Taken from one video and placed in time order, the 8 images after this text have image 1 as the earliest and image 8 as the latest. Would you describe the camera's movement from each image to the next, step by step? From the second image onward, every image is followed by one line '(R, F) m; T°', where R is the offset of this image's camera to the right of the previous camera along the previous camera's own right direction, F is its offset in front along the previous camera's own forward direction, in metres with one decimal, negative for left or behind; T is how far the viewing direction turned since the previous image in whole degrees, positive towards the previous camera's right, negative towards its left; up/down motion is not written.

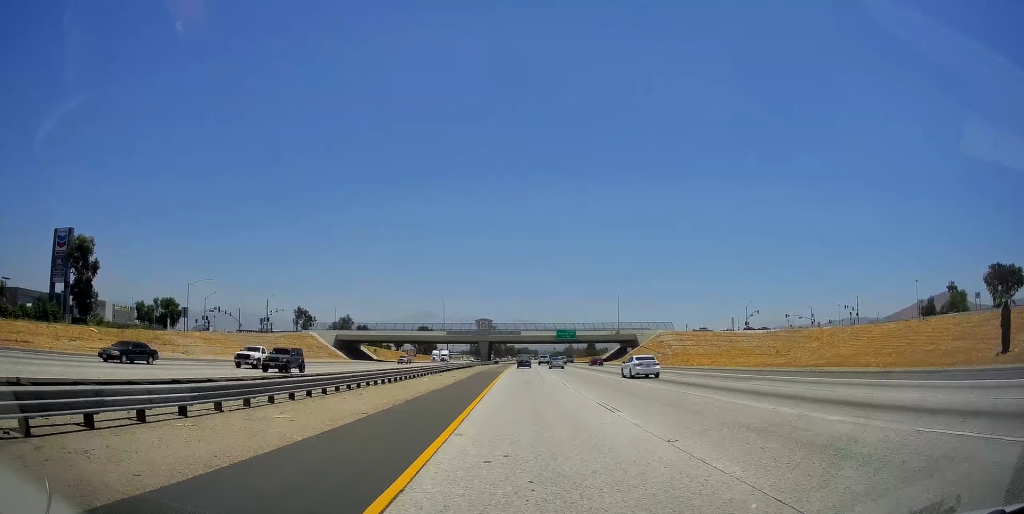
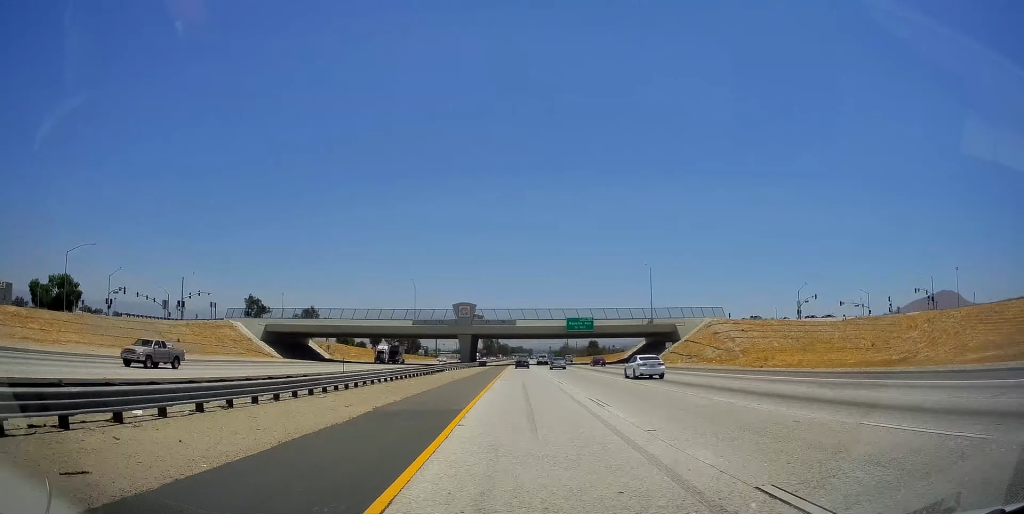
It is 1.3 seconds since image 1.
(+0.3, +42.5) m; +1°
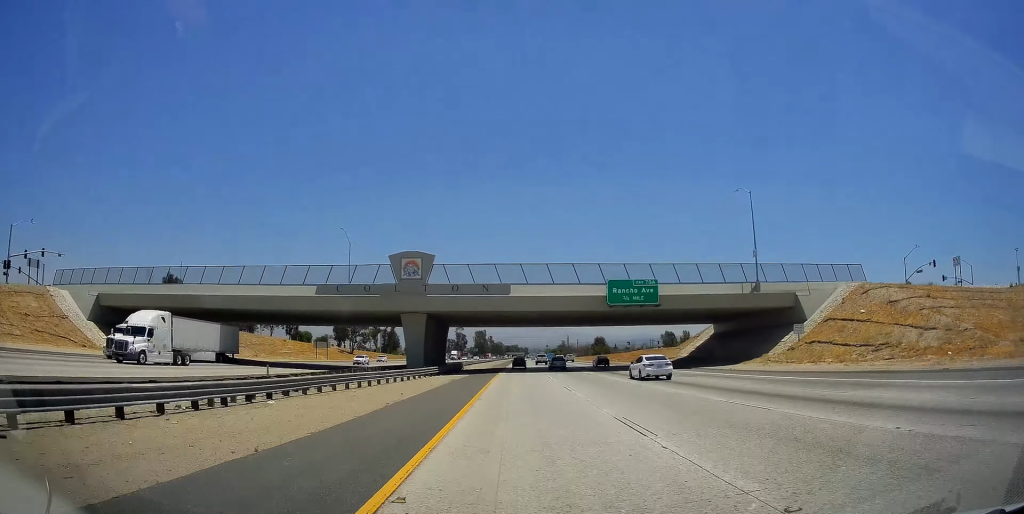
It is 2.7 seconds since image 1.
(+0.3, +50.3) m; 0°
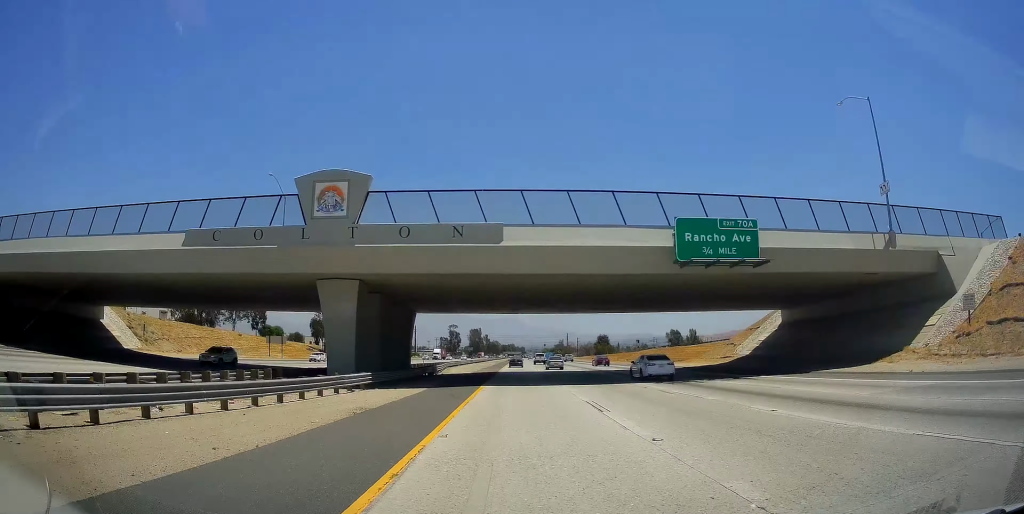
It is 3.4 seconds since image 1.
(-0.1, +24.0) m; 0°
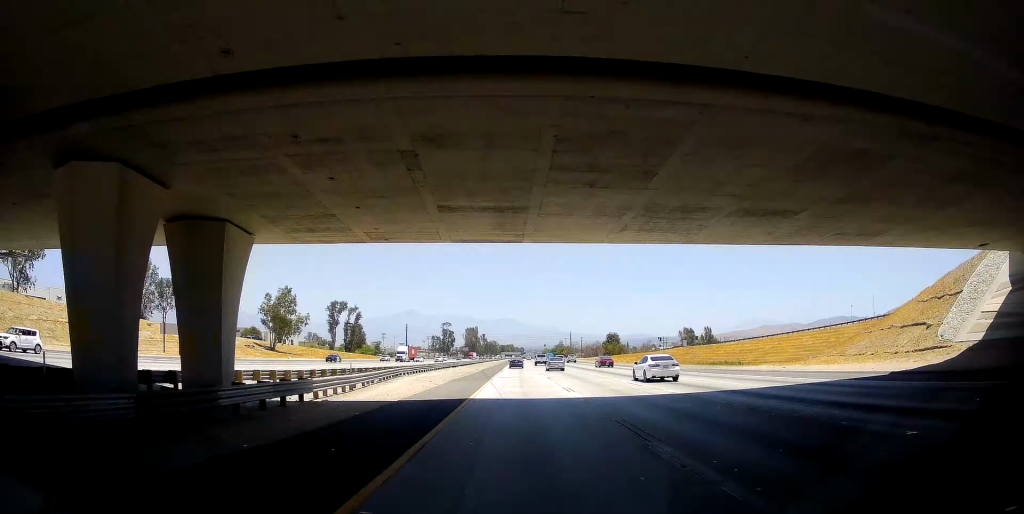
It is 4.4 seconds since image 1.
(0.0, +34.6) m; 0°
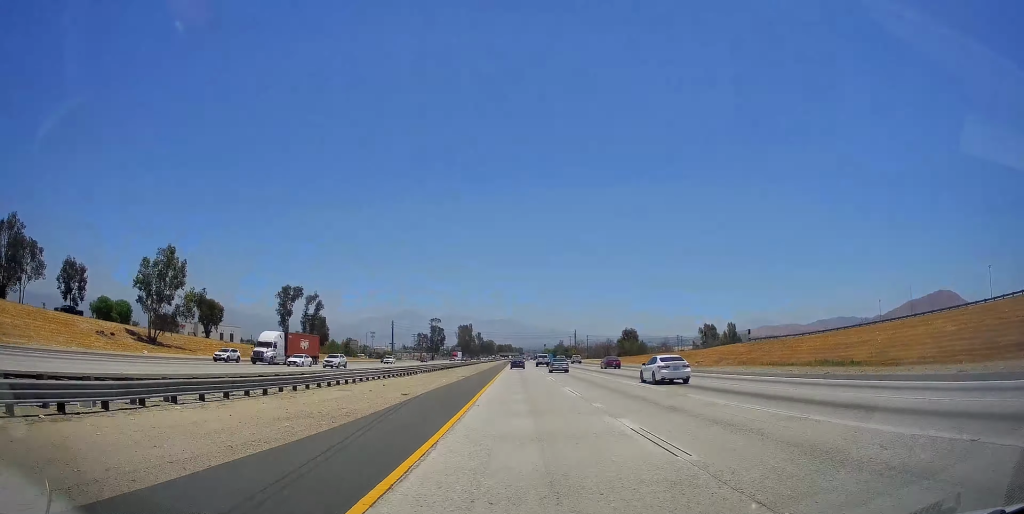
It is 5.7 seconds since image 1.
(+0.4, +45.7) m; 0°
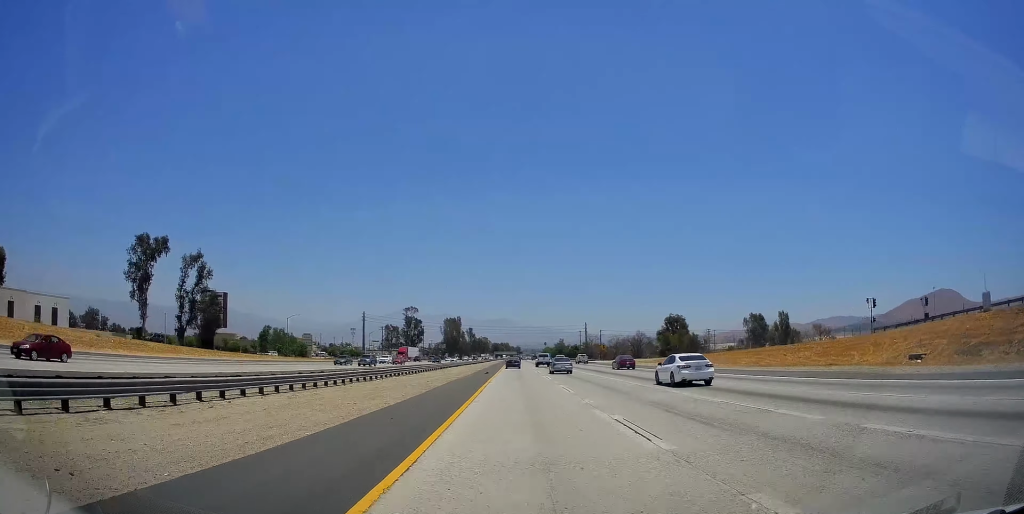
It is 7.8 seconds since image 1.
(0.0, +71.7) m; 0°
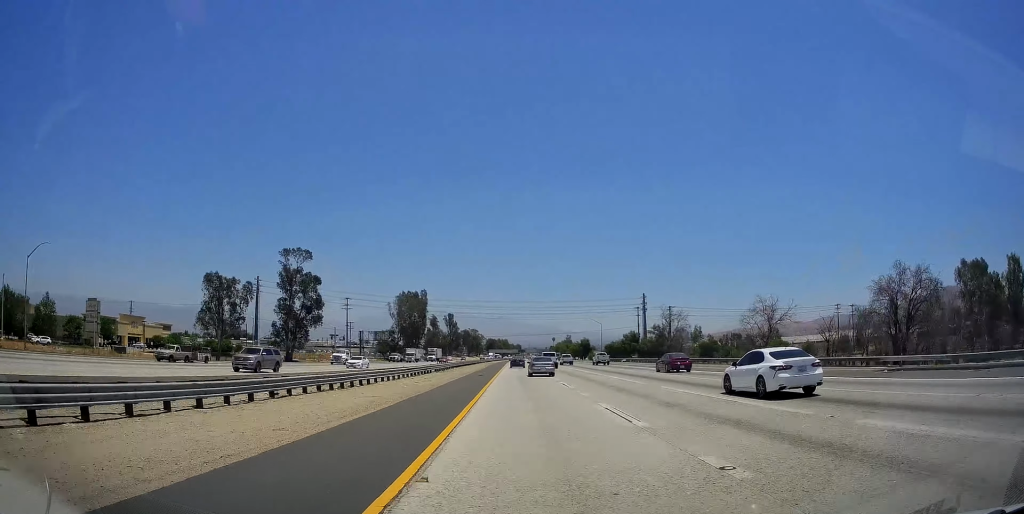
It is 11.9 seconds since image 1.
(+0.1, +142.5) m; 0°
